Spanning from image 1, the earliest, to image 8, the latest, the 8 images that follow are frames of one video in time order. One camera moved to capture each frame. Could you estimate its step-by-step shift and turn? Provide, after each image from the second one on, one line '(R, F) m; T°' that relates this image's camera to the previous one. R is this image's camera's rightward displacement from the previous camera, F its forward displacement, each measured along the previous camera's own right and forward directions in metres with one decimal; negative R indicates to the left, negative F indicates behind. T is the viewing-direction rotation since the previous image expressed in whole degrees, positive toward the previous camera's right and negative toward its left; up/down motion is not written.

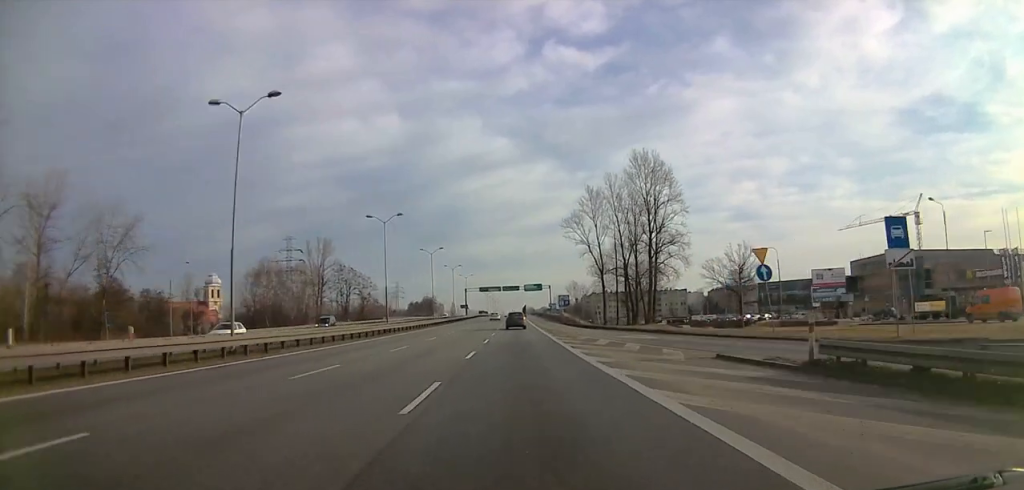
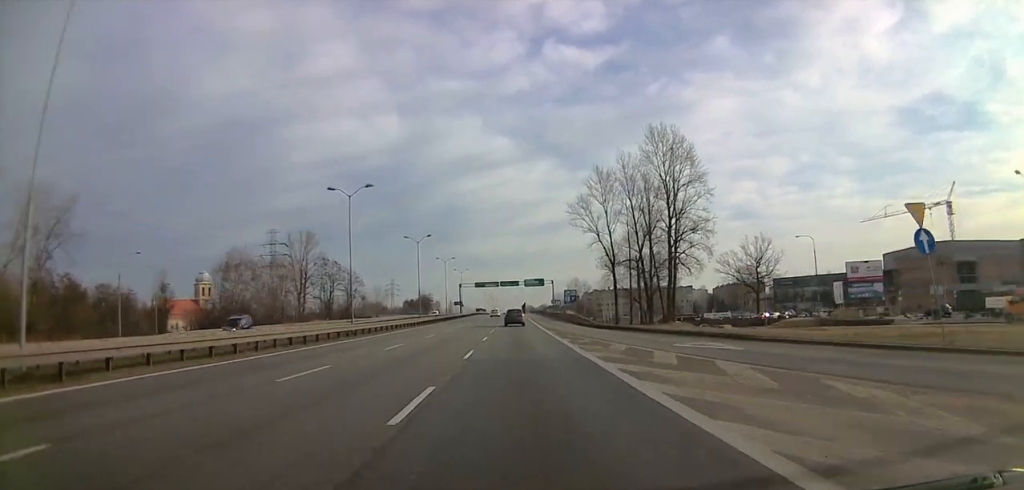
(-0.1, +13.1) m; 0°
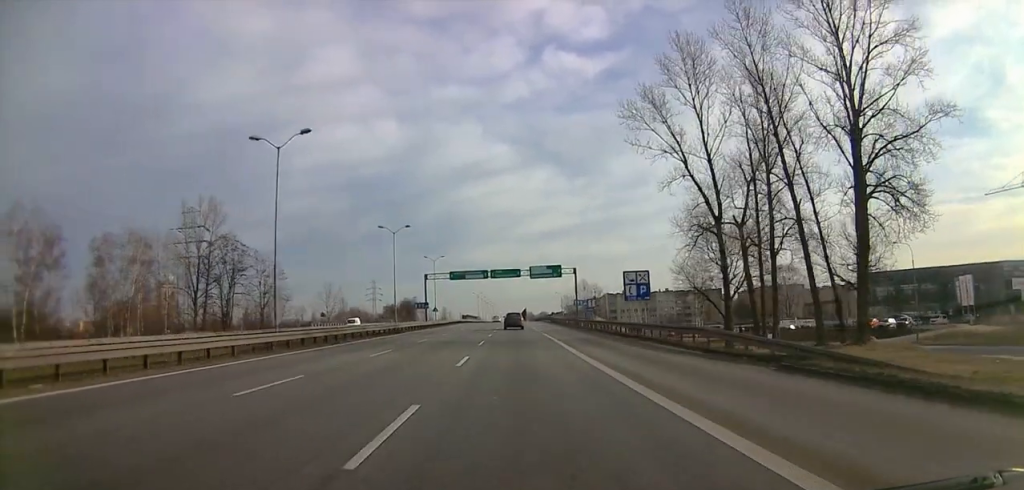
(-0.9, +50.1) m; 0°
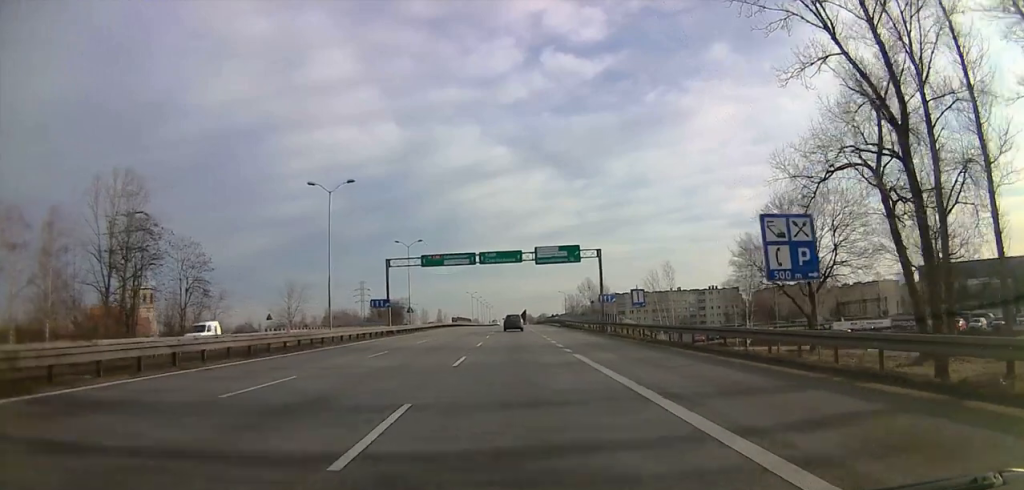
(+0.9, +23.8) m; +2°
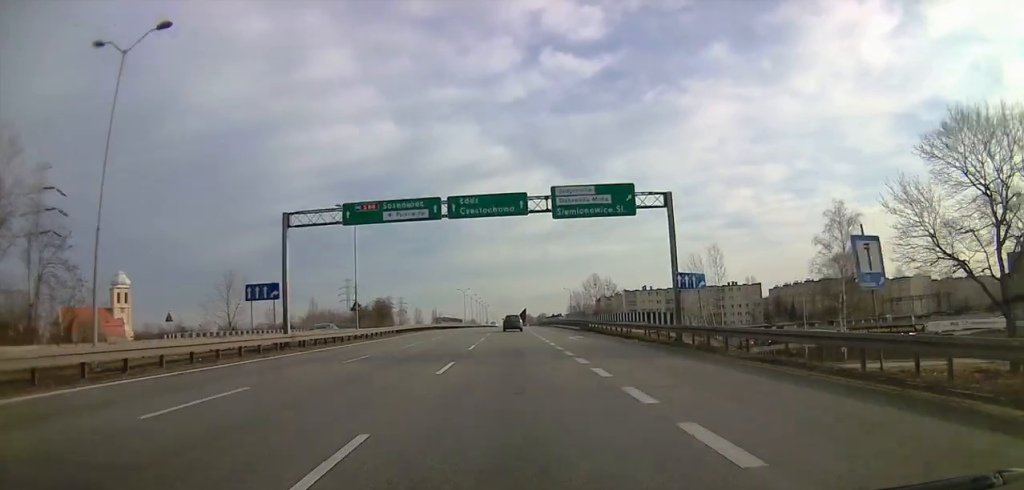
(-0.2, +26.1) m; -1°
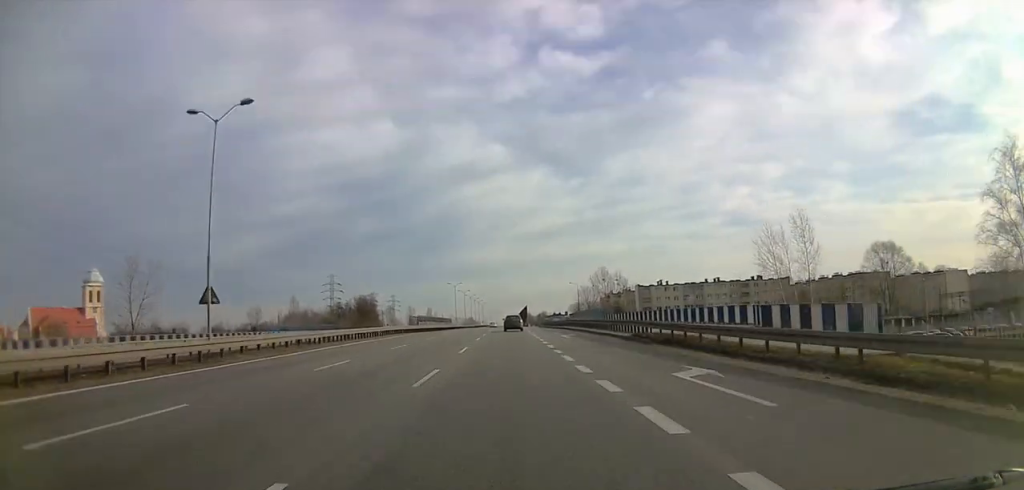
(-0.3, +26.1) m; -1°
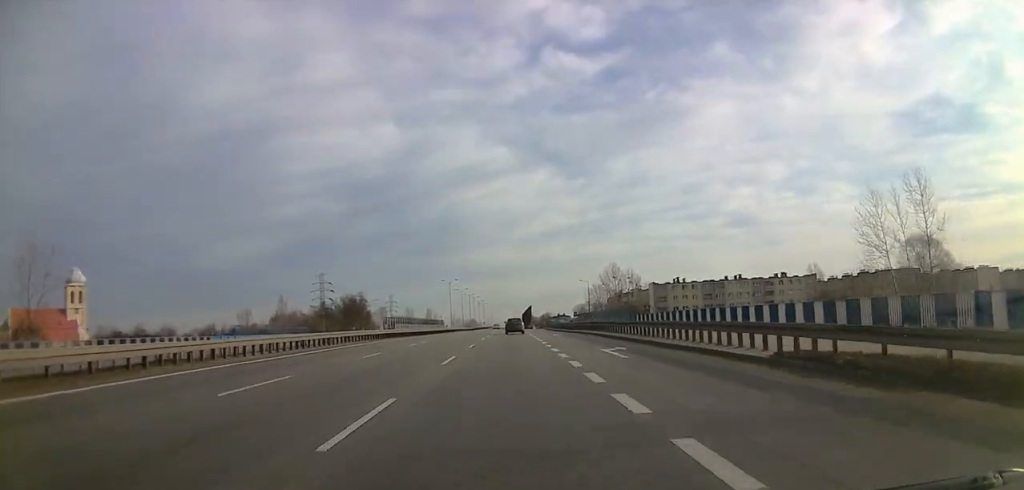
(0.0, +17.4) m; 0°
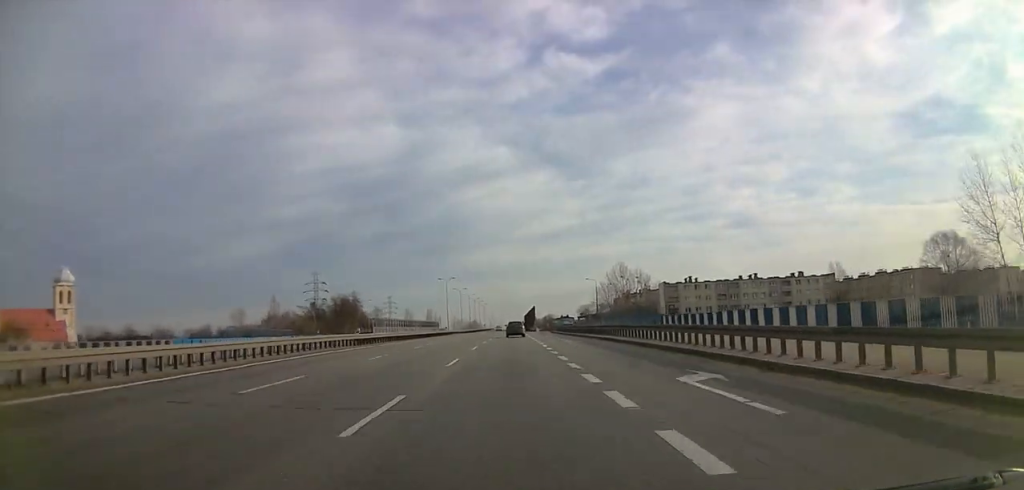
(0.0, +11.1) m; 0°
